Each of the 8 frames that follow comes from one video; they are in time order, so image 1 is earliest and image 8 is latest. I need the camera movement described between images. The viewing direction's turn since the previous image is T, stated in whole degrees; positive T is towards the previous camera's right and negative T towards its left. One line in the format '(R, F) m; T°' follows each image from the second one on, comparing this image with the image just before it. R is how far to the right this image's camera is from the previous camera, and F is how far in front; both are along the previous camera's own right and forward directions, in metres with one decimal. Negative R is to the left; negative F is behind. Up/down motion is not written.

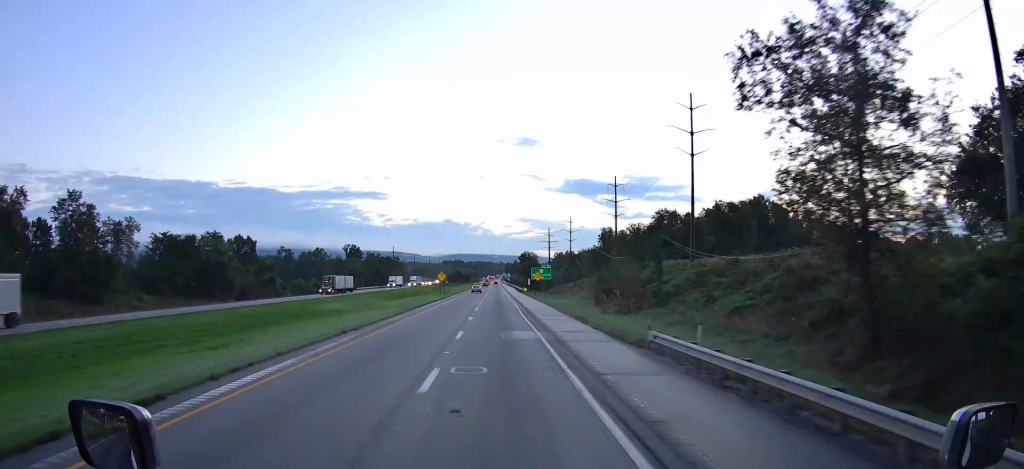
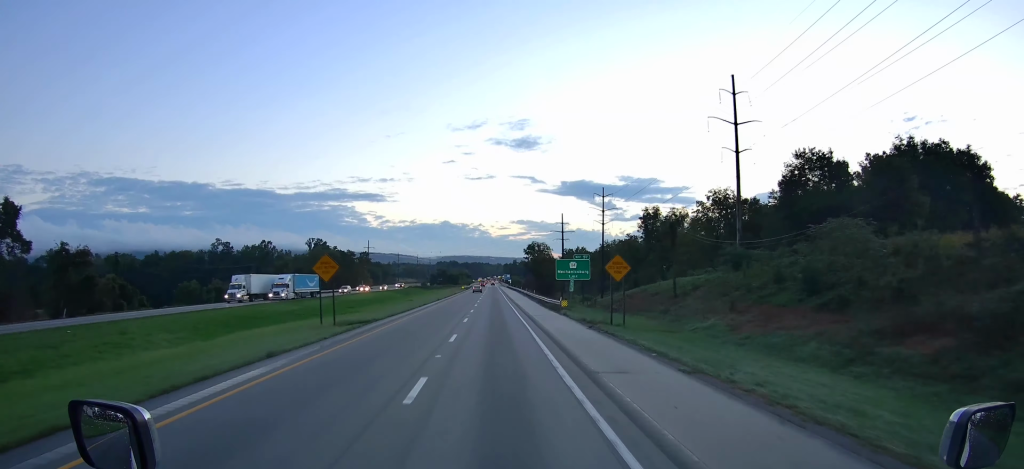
(0.0, +74.1) m; 0°
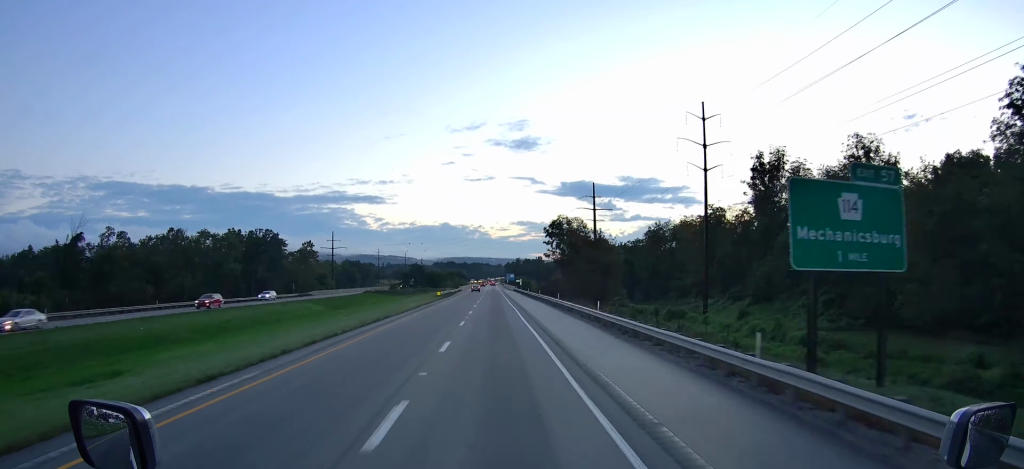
(+0.1, +76.5) m; 0°
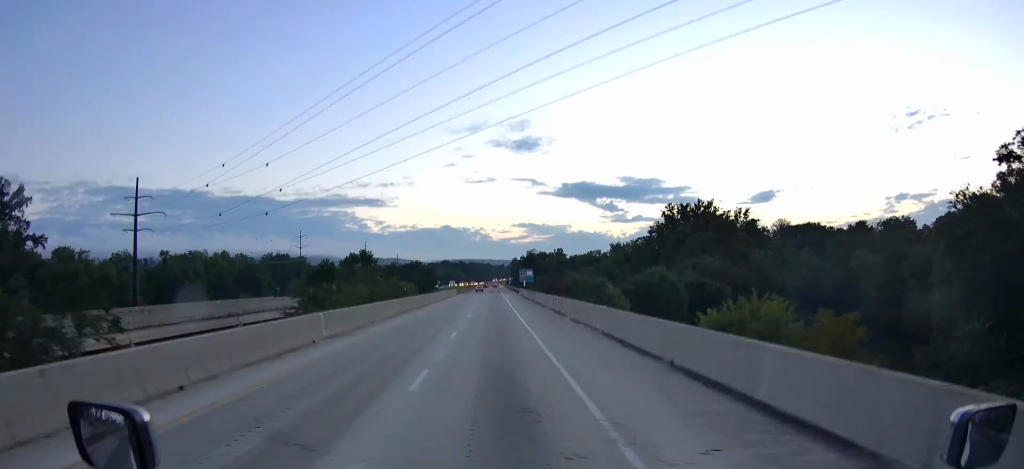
(-0.4, +154.4) m; 0°
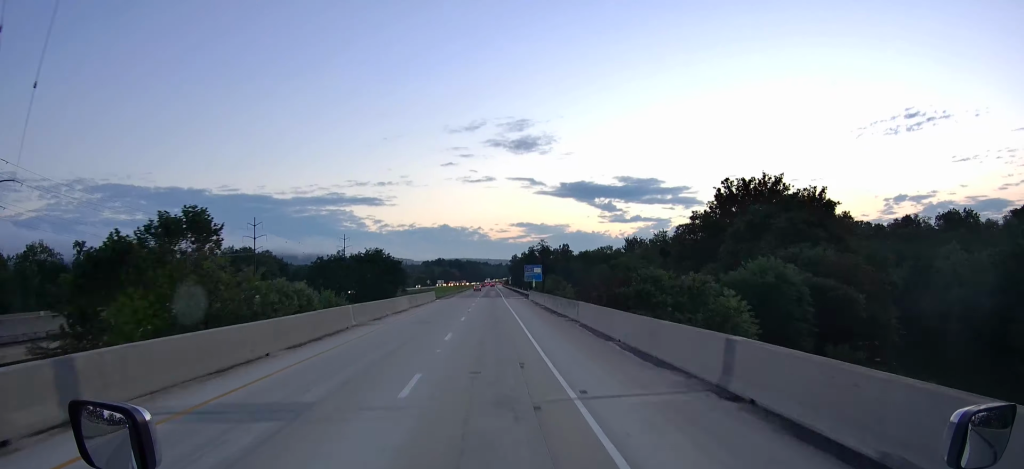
(+0.3, +42.0) m; 0°
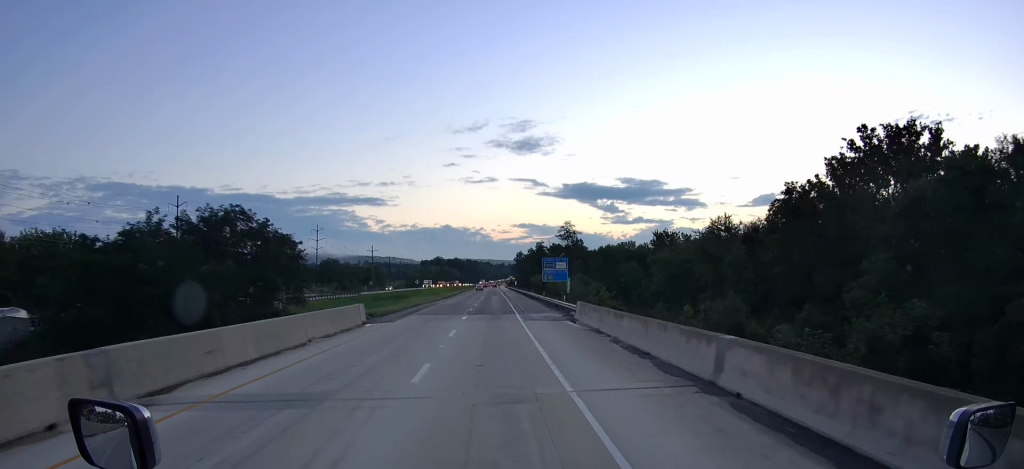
(0.0, +47.6) m; 0°
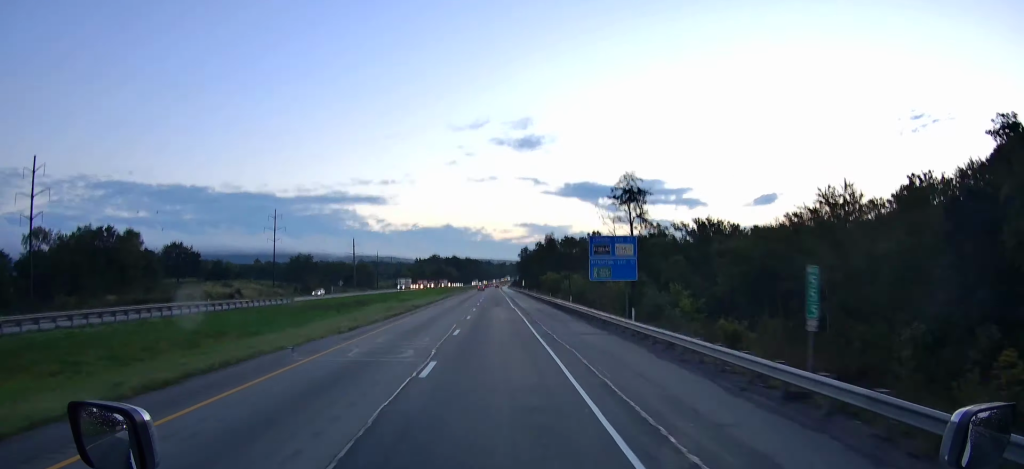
(-0.3, +47.6) m; 0°
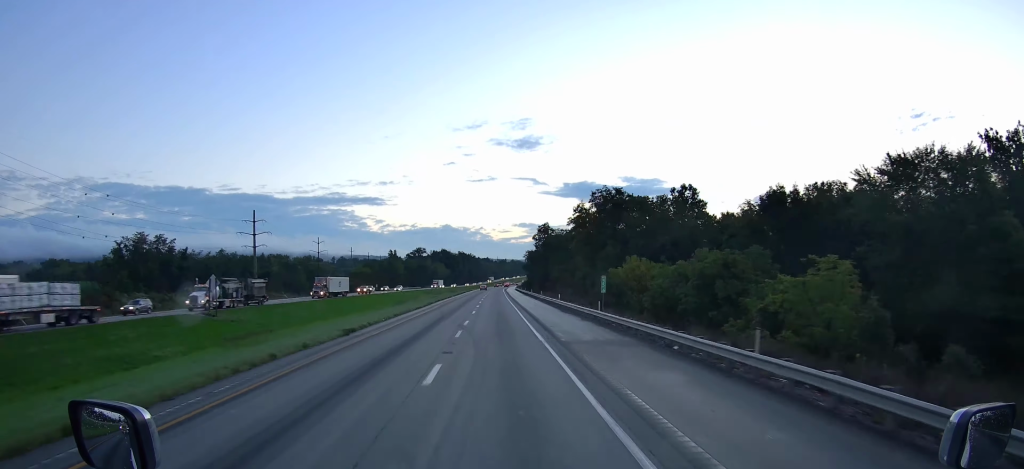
(+0.1, +123.5) m; 0°
